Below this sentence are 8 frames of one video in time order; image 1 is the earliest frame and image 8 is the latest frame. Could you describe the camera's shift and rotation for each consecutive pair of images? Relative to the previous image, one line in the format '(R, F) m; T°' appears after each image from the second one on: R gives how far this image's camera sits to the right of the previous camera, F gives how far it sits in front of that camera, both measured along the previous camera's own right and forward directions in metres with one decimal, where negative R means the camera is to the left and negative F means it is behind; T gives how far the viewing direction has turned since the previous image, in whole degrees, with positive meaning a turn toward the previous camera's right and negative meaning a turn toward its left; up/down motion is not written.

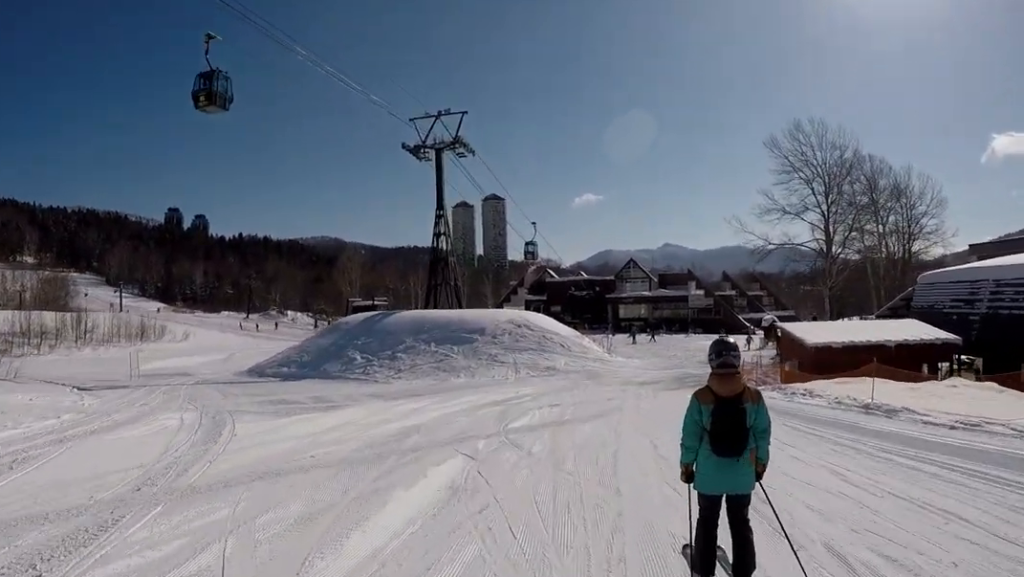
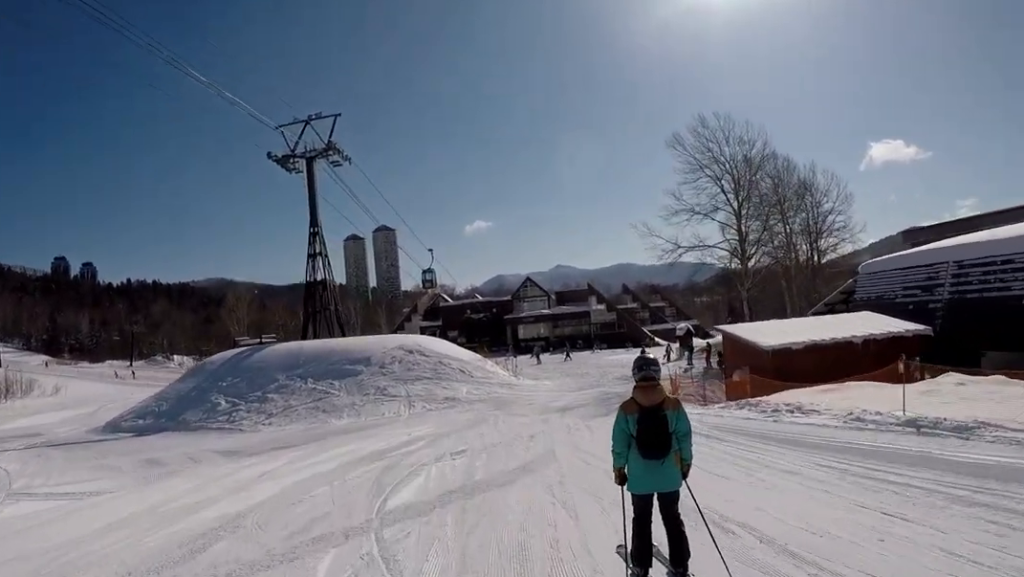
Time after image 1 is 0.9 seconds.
(+0.2, +6.1) m; +2°
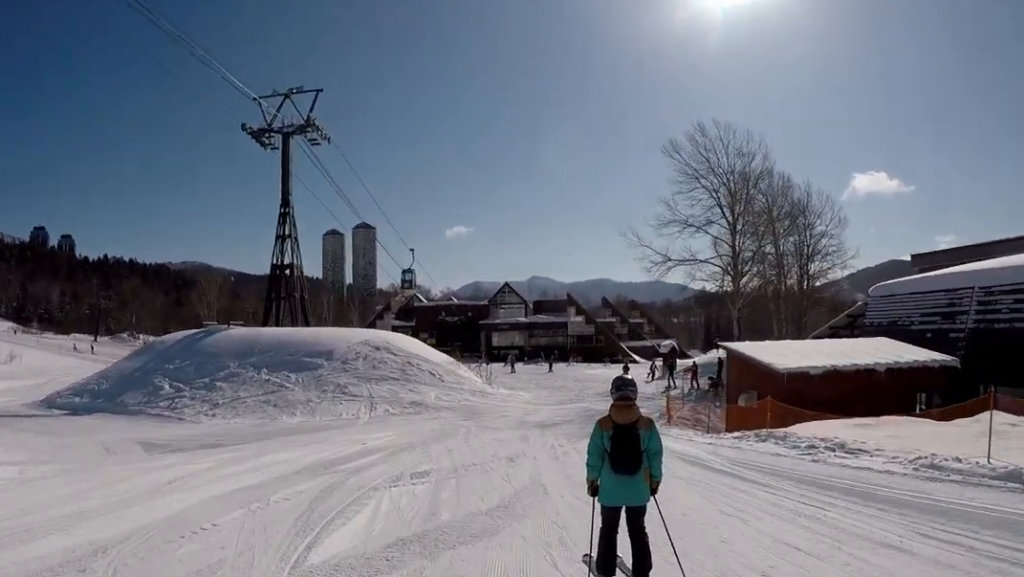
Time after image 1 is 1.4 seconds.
(+0.2, +3.1) m; 0°
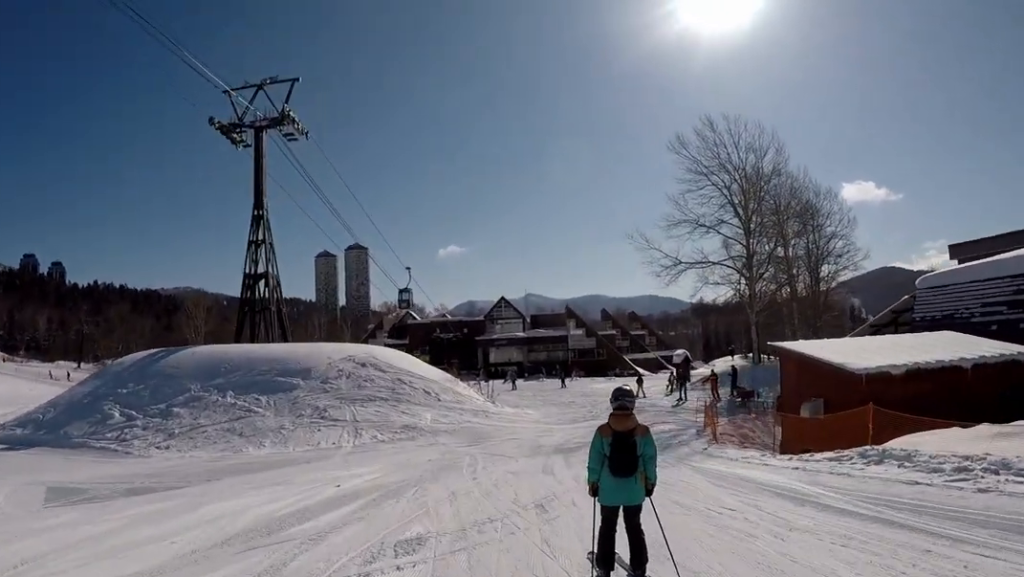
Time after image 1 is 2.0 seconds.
(-0.2, +4.4) m; 0°
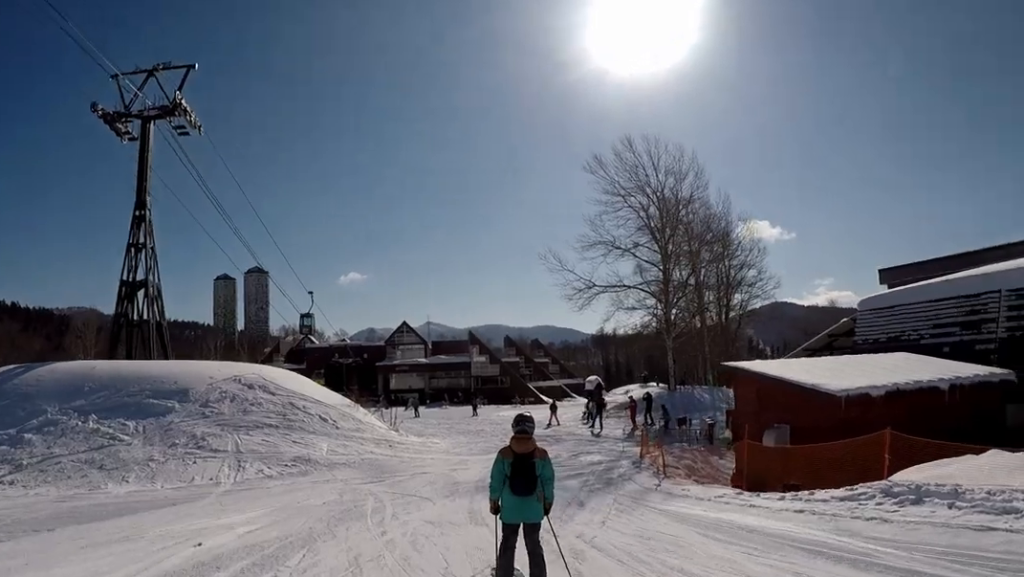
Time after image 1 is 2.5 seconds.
(-0.2, +3.4) m; 0°
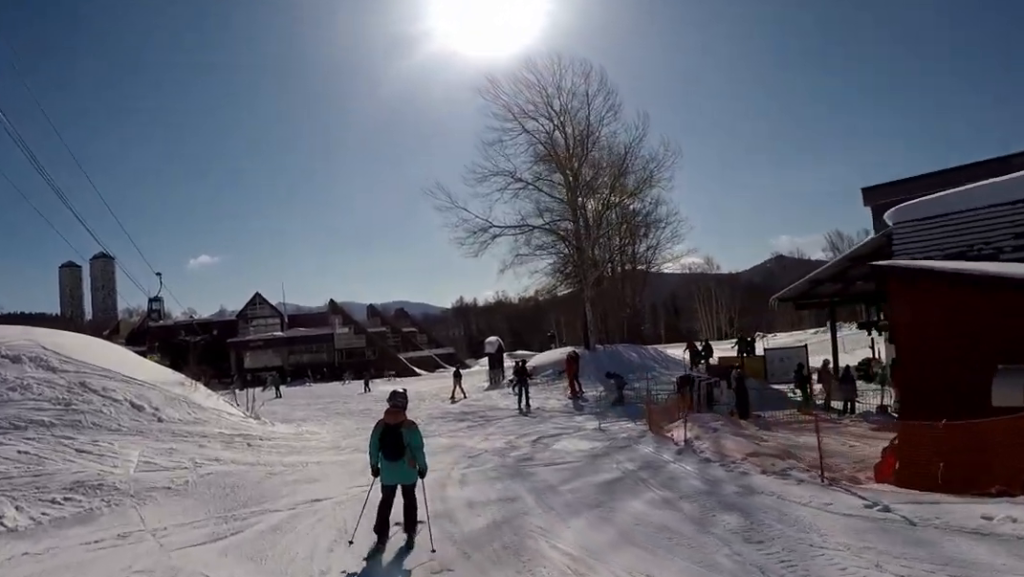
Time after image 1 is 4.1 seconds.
(+0.2, +9.4) m; 0°
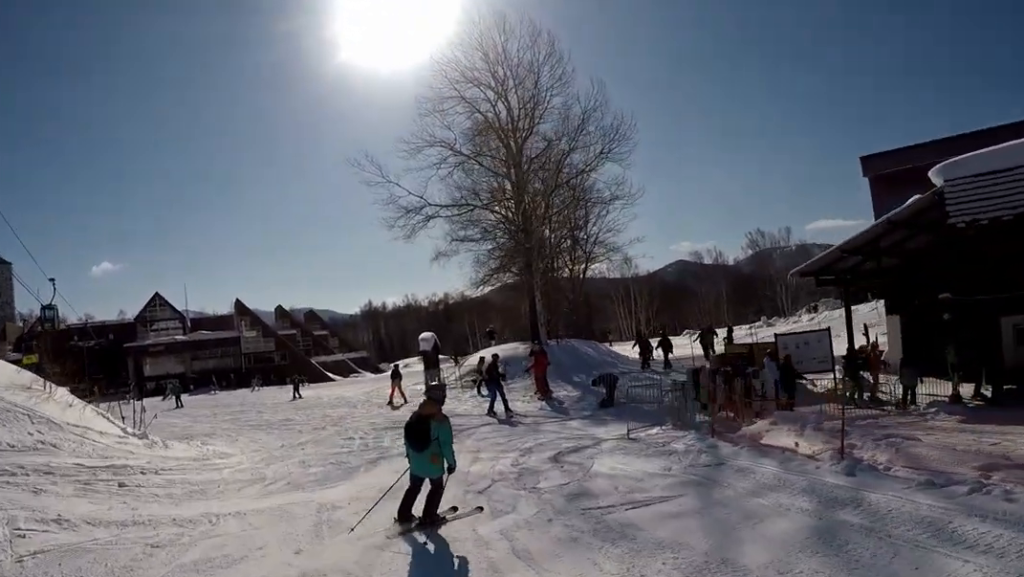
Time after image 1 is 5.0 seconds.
(0.0, +5.3) m; +7°
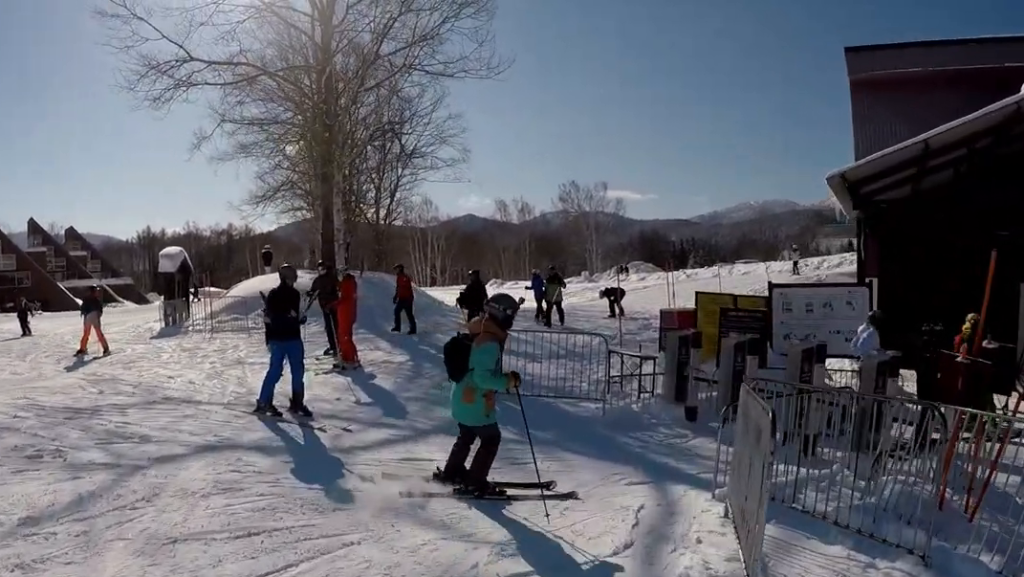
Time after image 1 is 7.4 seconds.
(+3.7, +8.6) m; +52°
